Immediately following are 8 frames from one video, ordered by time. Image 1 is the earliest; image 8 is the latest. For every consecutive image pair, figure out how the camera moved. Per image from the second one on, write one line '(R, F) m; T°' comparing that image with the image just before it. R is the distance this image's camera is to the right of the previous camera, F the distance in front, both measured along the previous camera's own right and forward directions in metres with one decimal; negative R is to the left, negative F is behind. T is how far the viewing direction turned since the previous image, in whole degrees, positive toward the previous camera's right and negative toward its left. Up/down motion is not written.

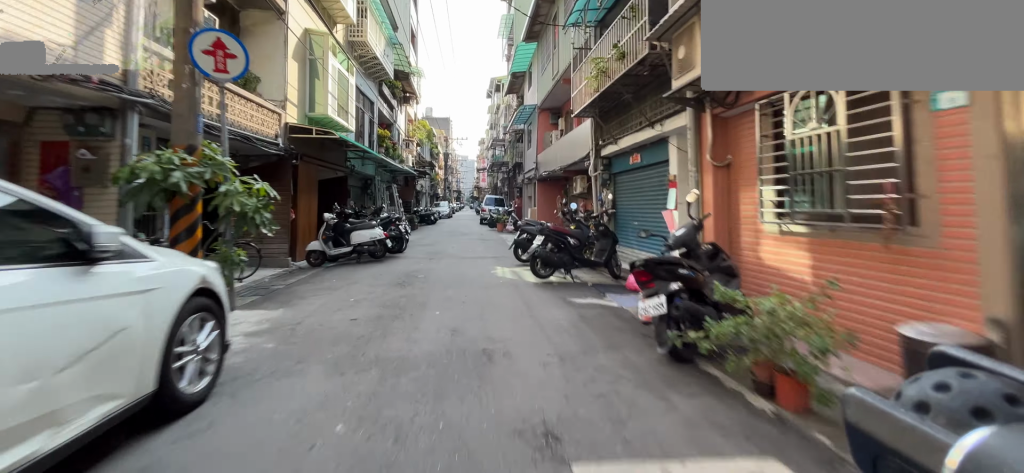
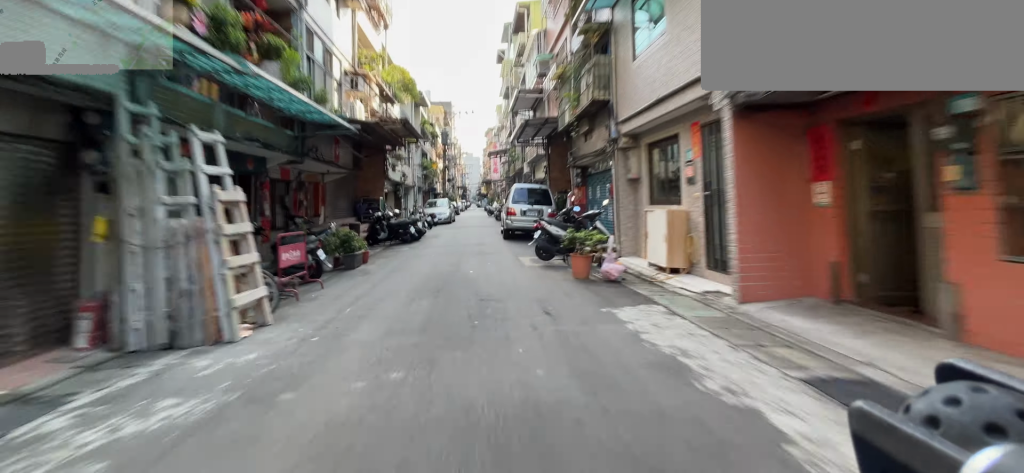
(0.0, +14.4) m; +3°
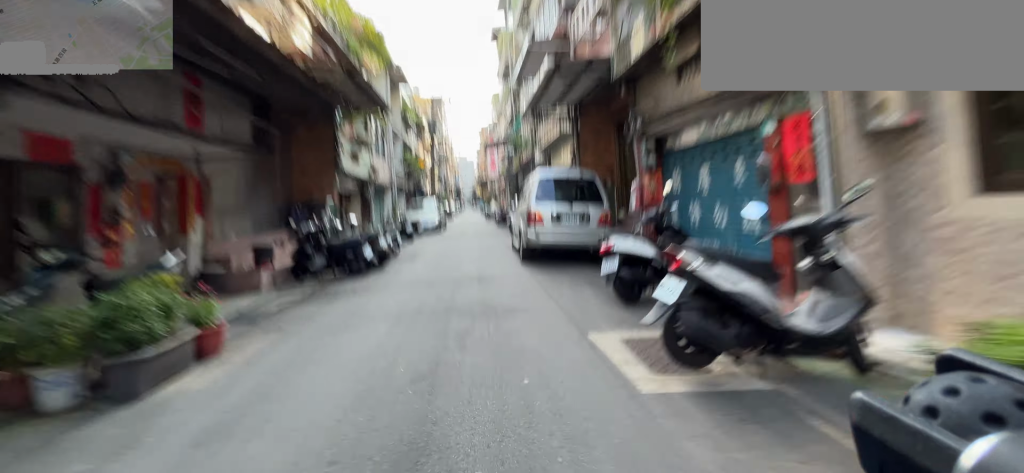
(+0.3, +6.2) m; +2°
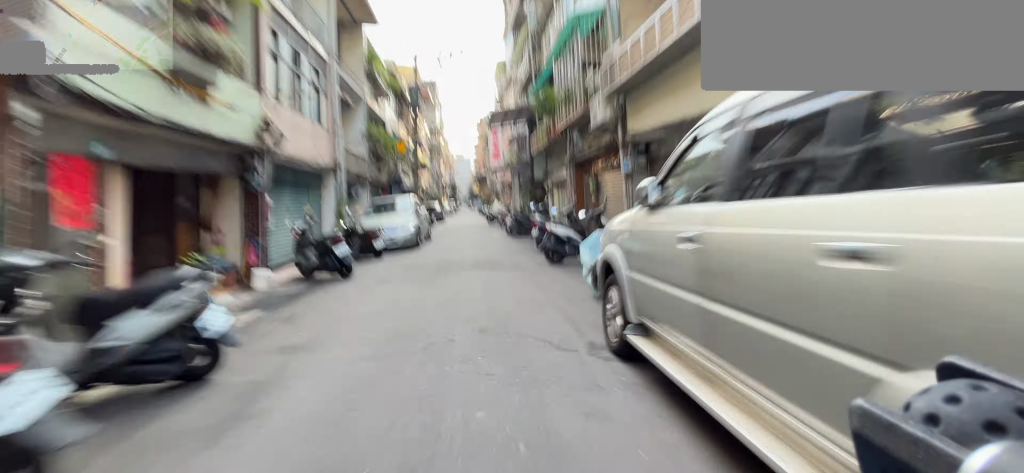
(+0.1, +8.7) m; 0°
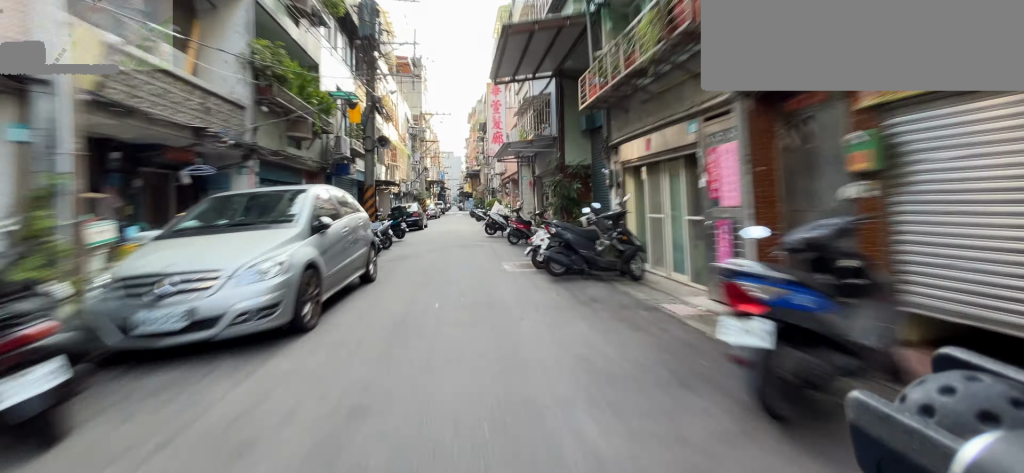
(-0.1, +8.5) m; -1°
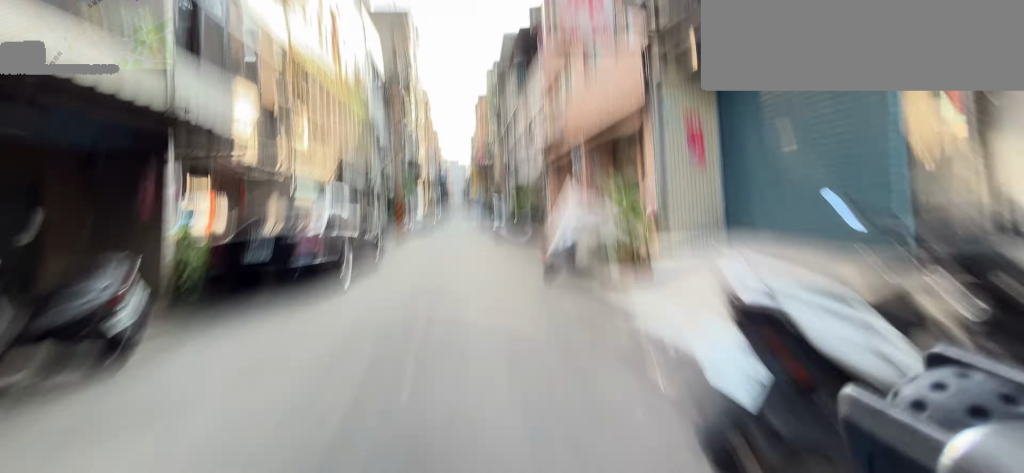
(-0.3, +14.3) m; 0°
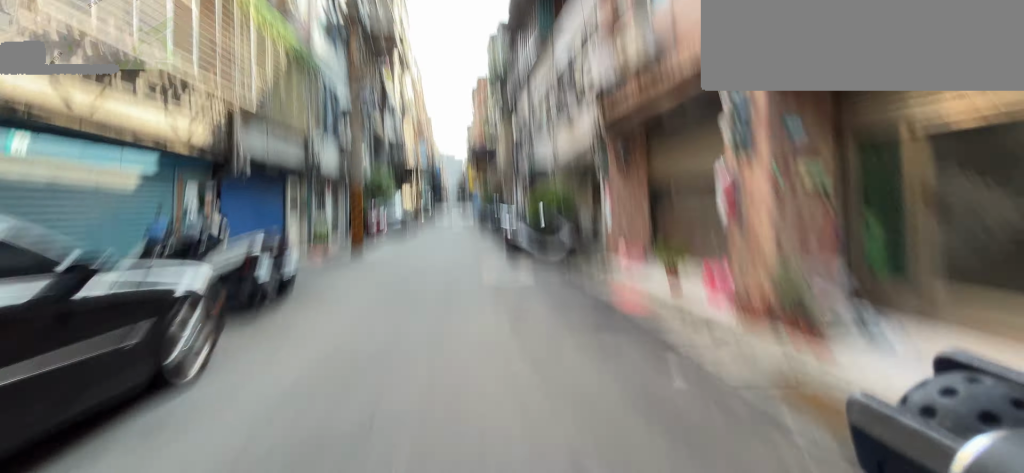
(+0.1, +5.9) m; +1°
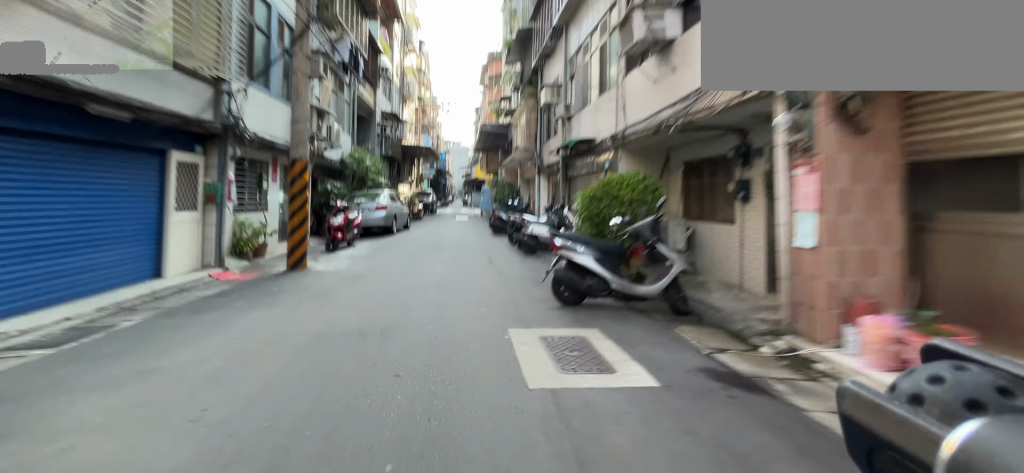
(+0.1, +4.2) m; +1°
